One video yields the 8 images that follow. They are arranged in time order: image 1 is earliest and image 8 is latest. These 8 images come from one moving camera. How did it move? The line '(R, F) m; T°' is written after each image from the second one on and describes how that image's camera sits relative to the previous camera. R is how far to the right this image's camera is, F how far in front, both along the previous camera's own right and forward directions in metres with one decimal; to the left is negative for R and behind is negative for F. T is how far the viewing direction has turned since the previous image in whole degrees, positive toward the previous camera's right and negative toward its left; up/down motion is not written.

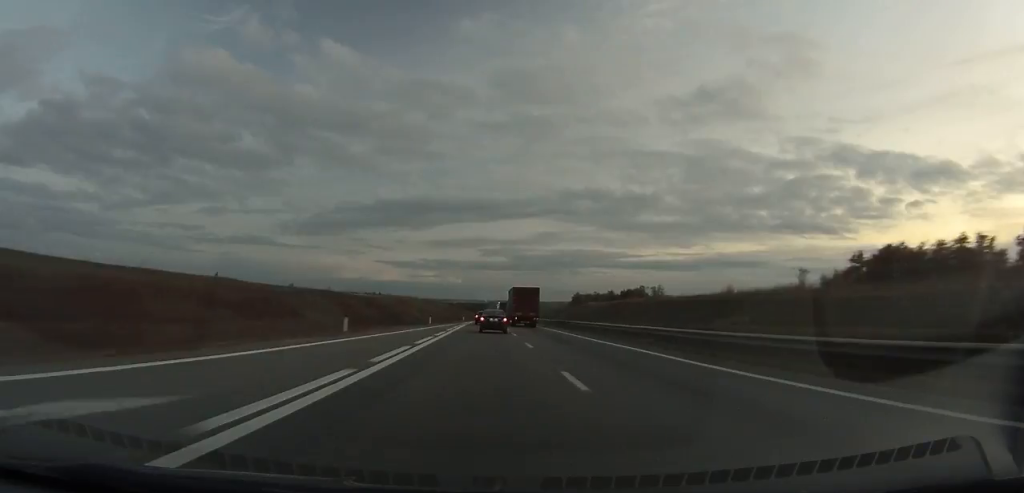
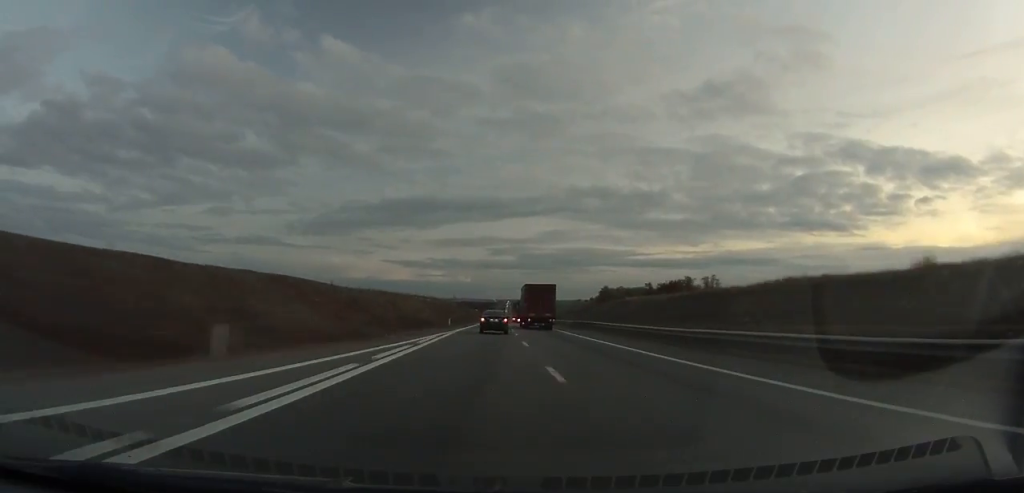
(+0.2, +46.6) m; 0°
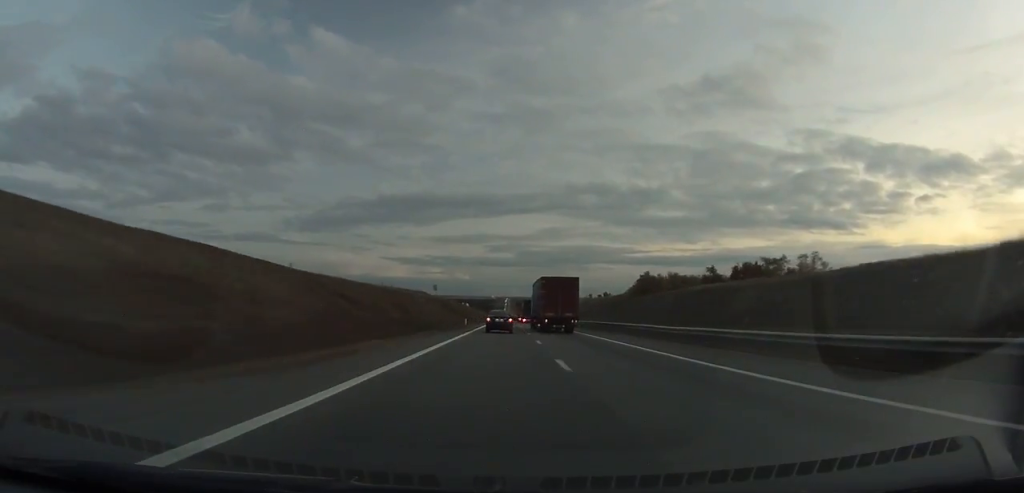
(-0.6, +57.4) m; 0°
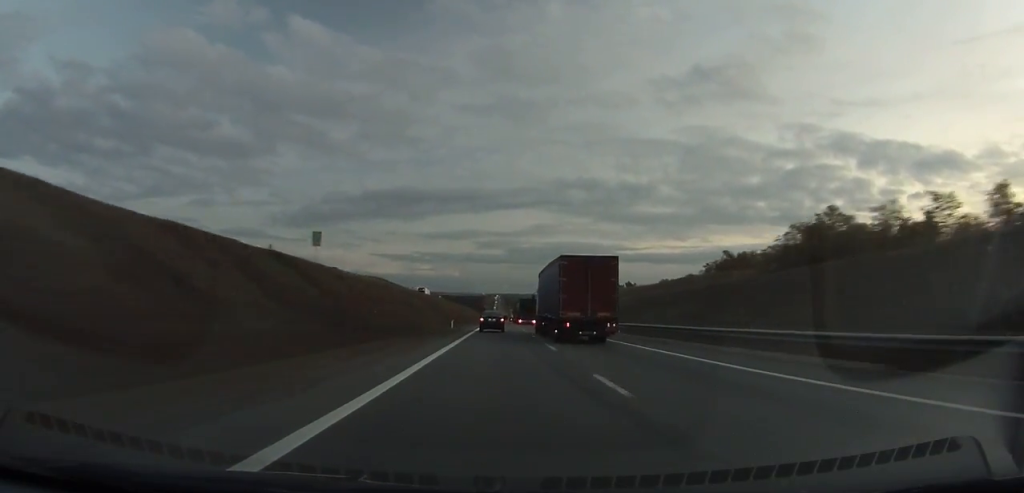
(+0.4, +89.6) m; +1°
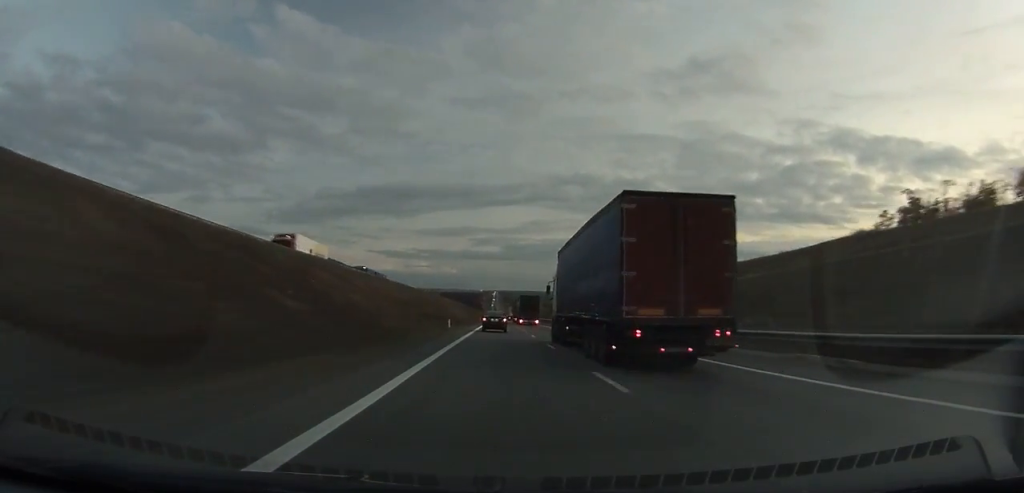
(+0.6, +71.8) m; +1°
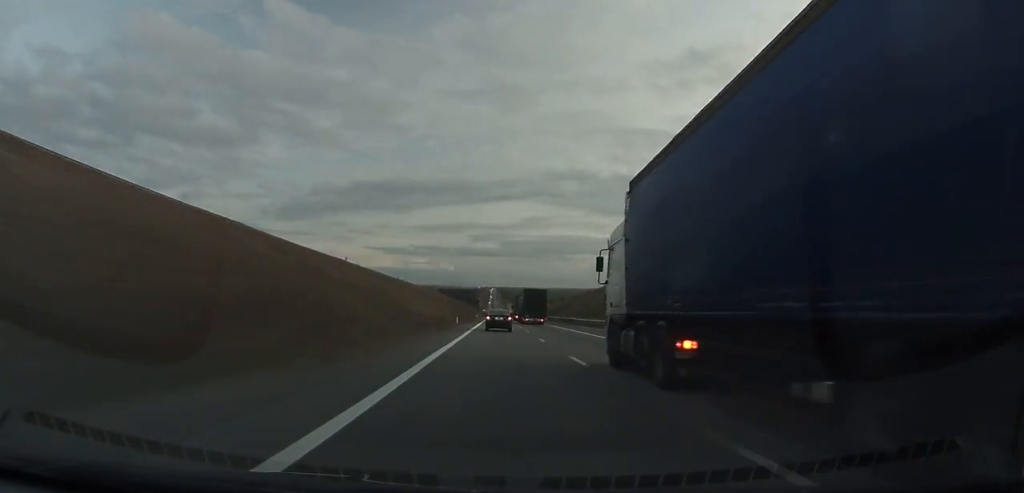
(+0.1, +66.4) m; 0°
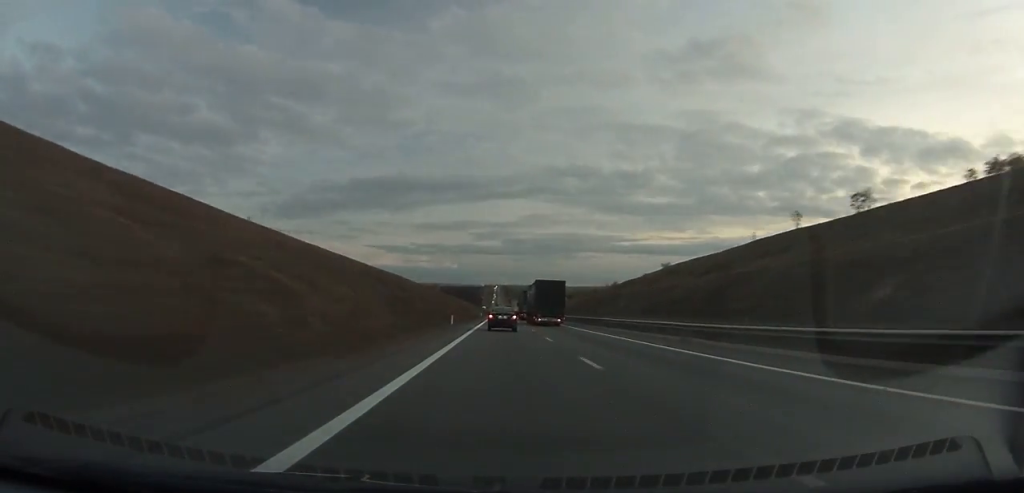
(0.0, +73.8) m; 0°
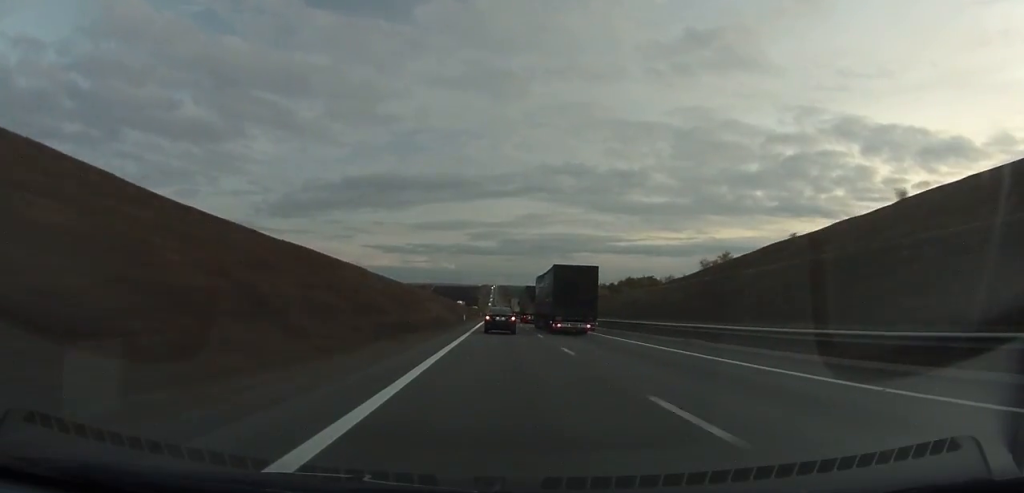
(+1.2, +120.3) m; +1°
